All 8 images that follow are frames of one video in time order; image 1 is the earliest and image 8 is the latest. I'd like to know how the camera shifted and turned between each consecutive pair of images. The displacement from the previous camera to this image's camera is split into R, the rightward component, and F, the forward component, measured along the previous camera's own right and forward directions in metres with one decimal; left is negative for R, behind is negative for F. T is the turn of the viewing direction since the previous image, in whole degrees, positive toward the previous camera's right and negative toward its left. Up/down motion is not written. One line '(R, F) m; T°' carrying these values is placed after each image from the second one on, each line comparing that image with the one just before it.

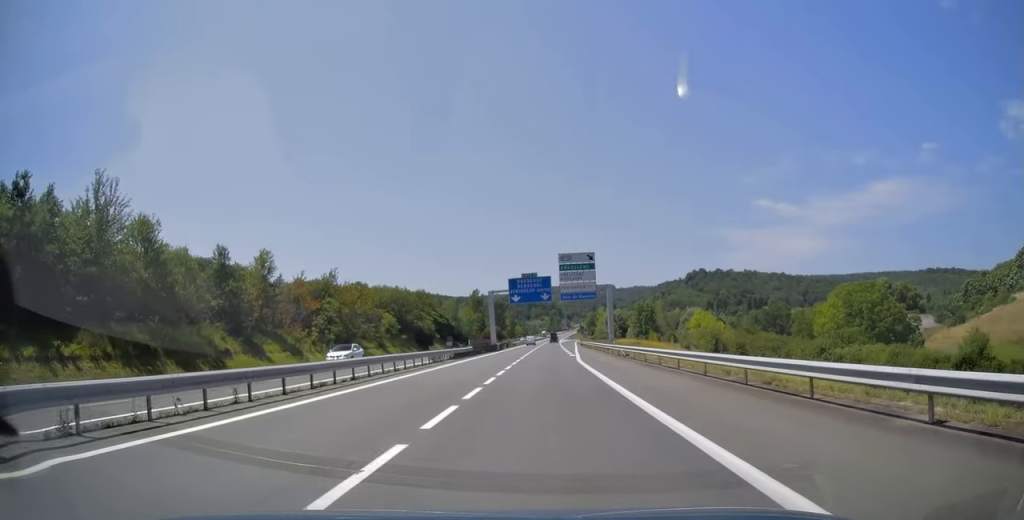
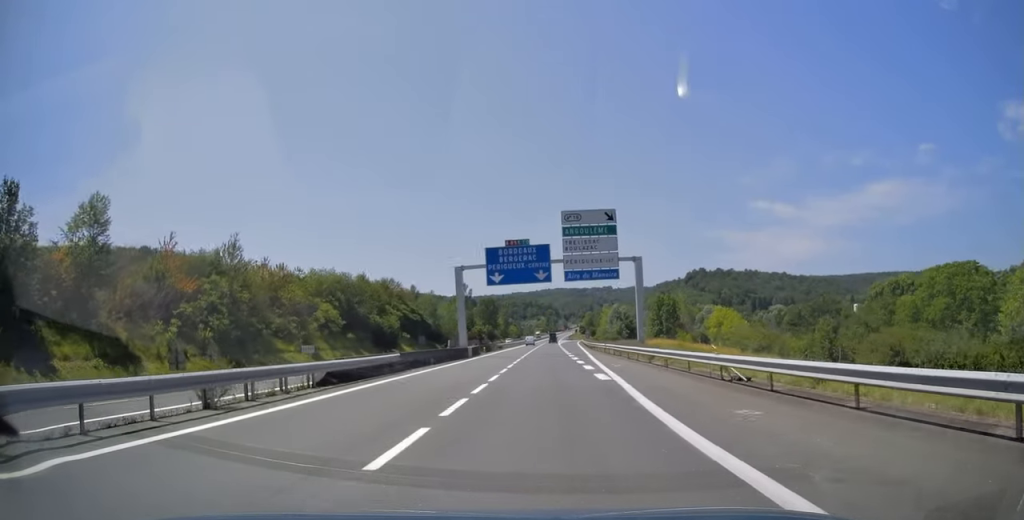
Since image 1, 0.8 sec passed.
(+0.2, +25.7) m; +1°
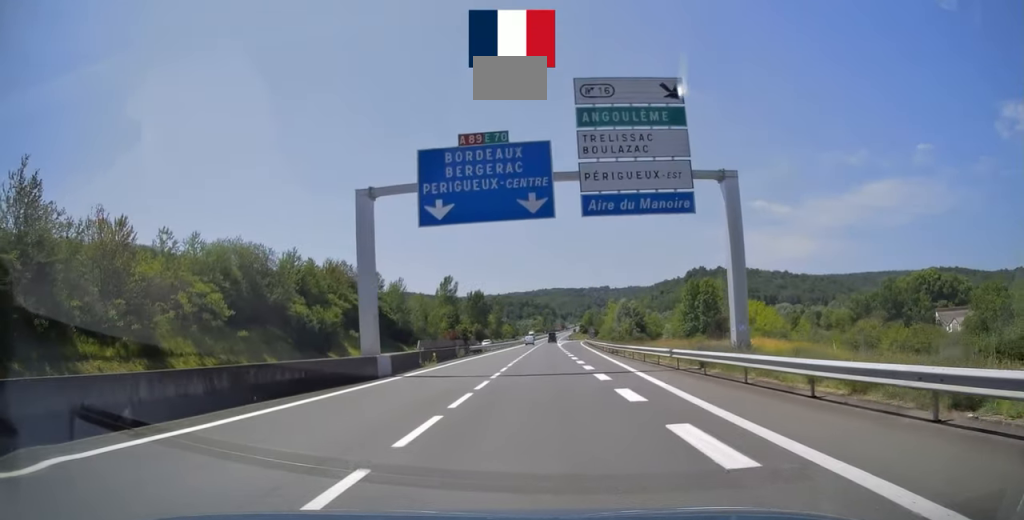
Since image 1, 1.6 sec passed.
(+0.3, +26.2) m; 0°
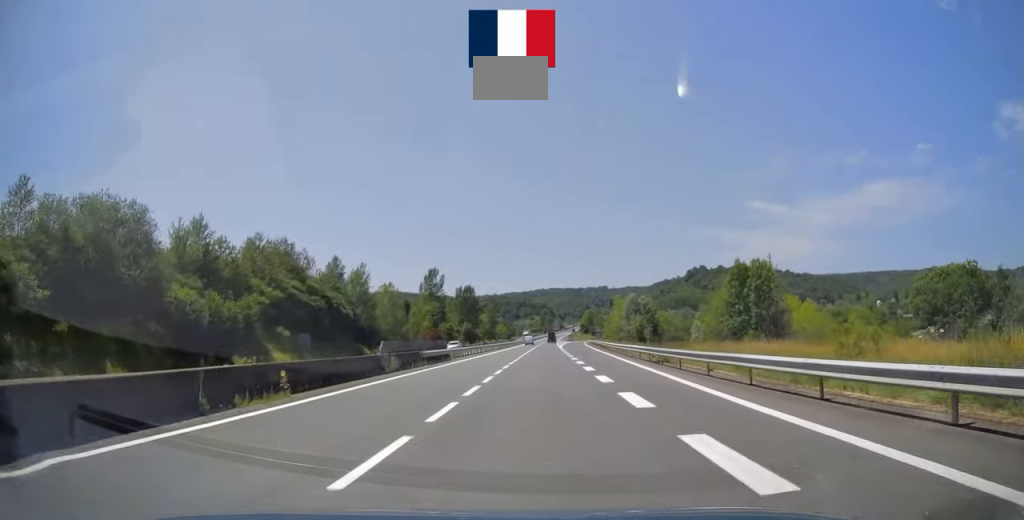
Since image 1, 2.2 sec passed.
(-0.1, +20.4) m; 0°
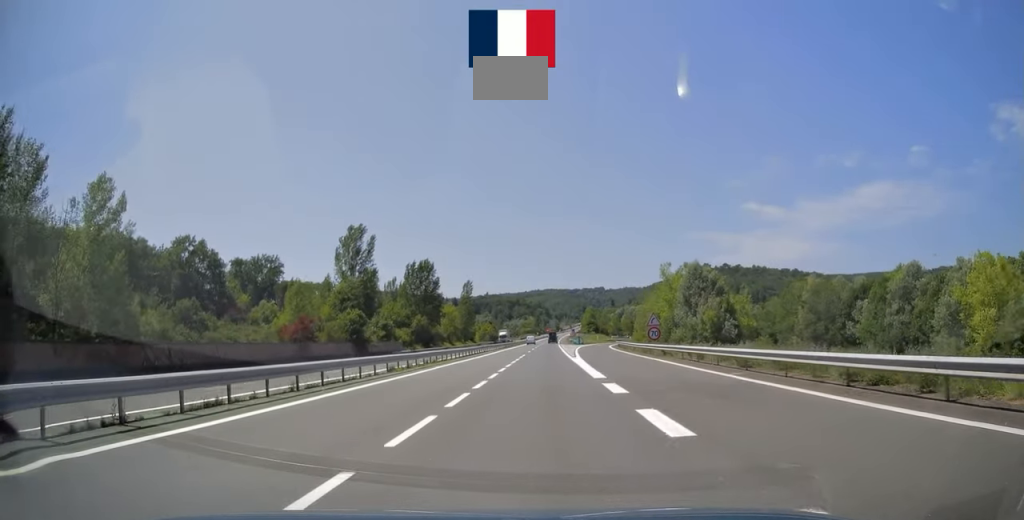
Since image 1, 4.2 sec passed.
(0.0, +61.8) m; +1°
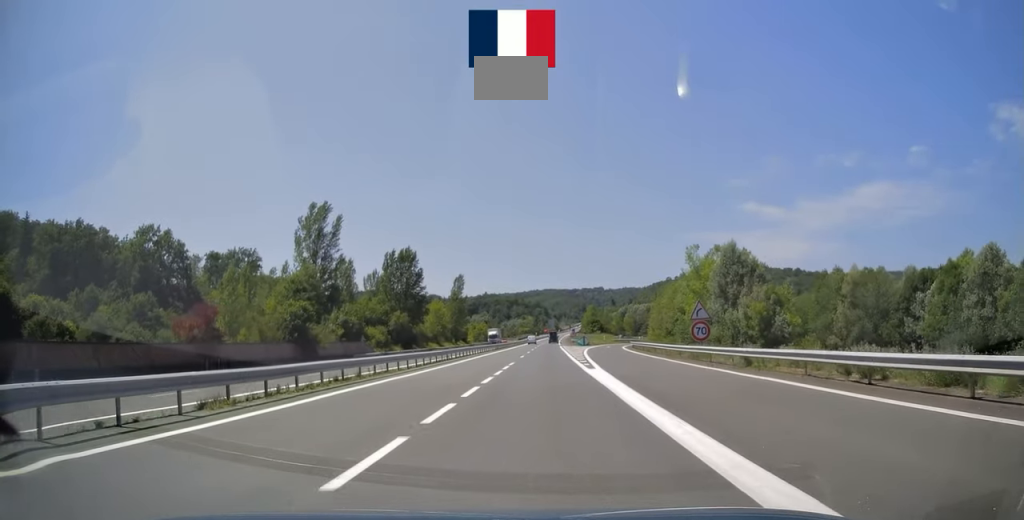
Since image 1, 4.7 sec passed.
(+0.1, +16.1) m; 0°
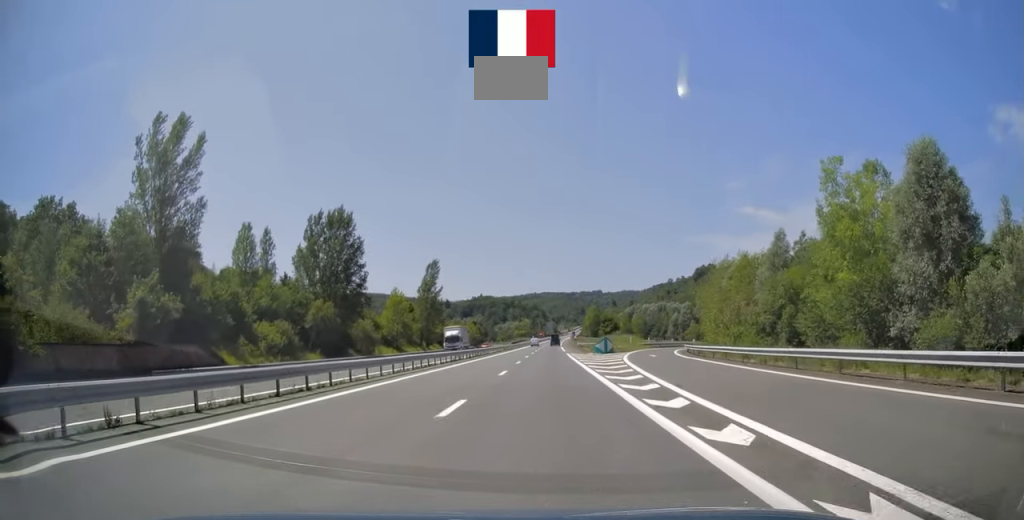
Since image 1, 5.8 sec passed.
(+0.4, +35.4) m; +1°
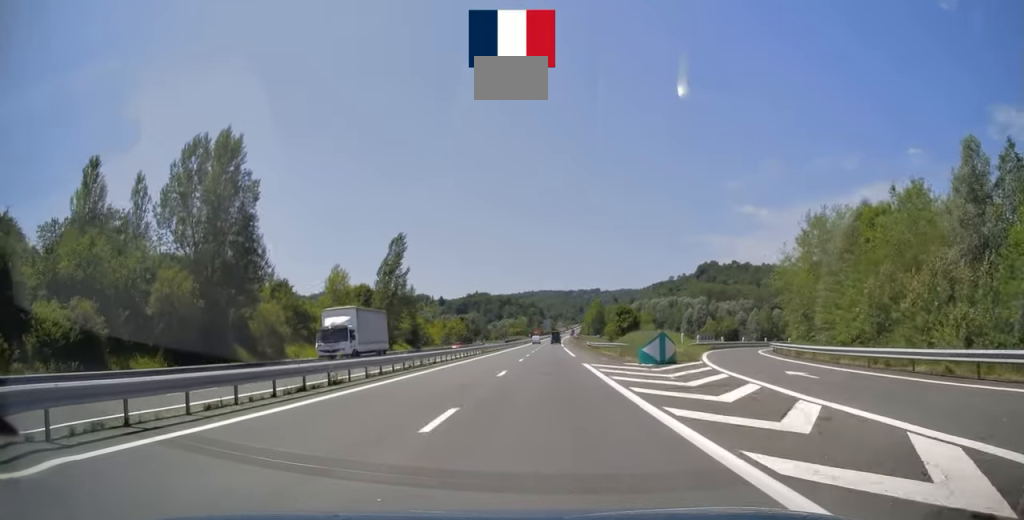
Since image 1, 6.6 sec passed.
(0.0, +28.4) m; 0°
